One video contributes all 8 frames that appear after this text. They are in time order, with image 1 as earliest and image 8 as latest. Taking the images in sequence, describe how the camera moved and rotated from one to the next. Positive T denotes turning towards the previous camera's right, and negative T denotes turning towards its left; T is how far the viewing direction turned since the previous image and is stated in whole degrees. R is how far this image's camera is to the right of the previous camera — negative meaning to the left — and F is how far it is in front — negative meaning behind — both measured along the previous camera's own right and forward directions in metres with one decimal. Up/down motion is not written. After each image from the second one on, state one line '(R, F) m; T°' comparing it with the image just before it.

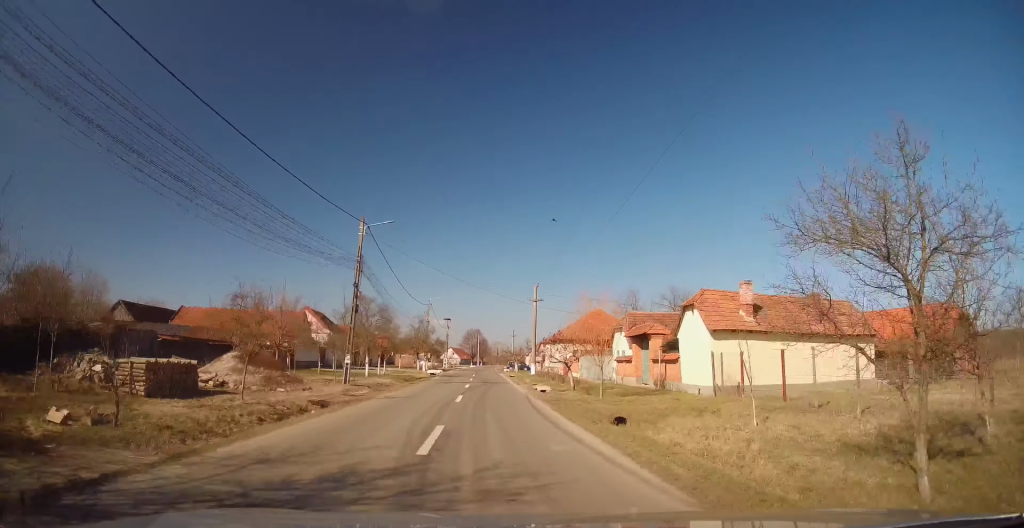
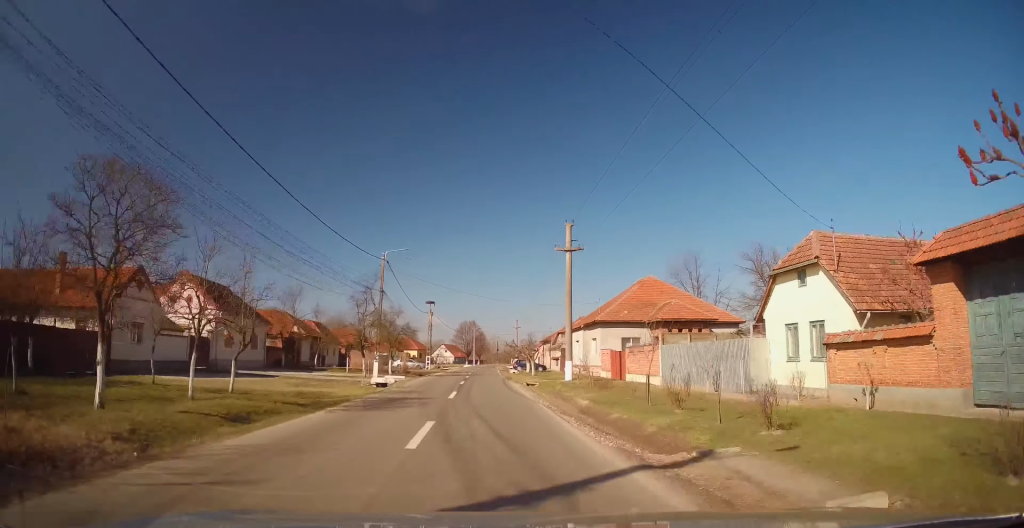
(+0.1, +27.1) m; +2°
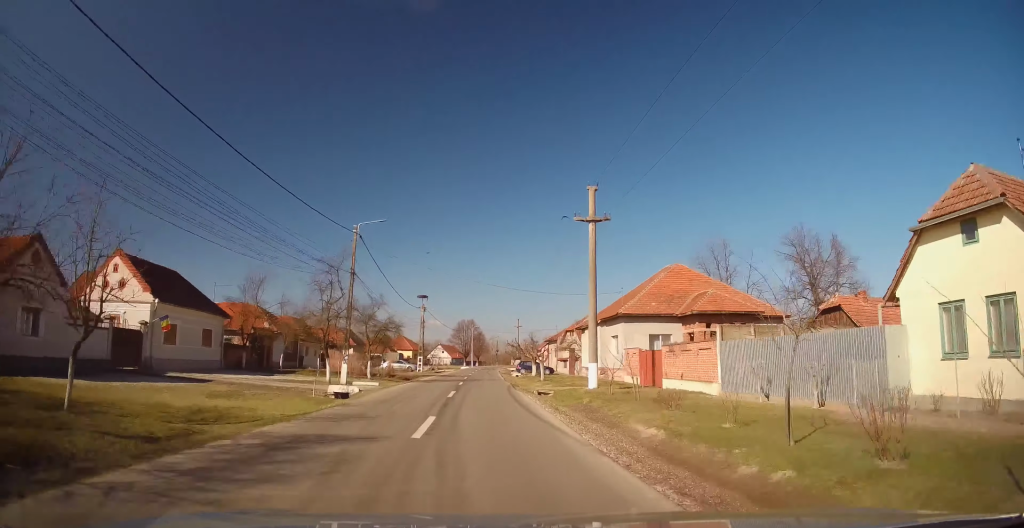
(+0.3, +8.1) m; 0°
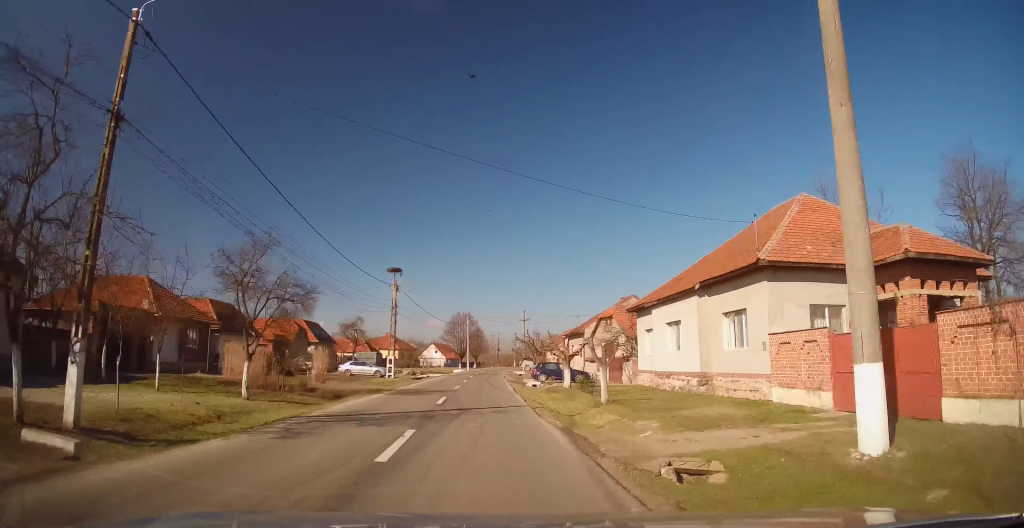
(-0.4, +20.4) m; -2°
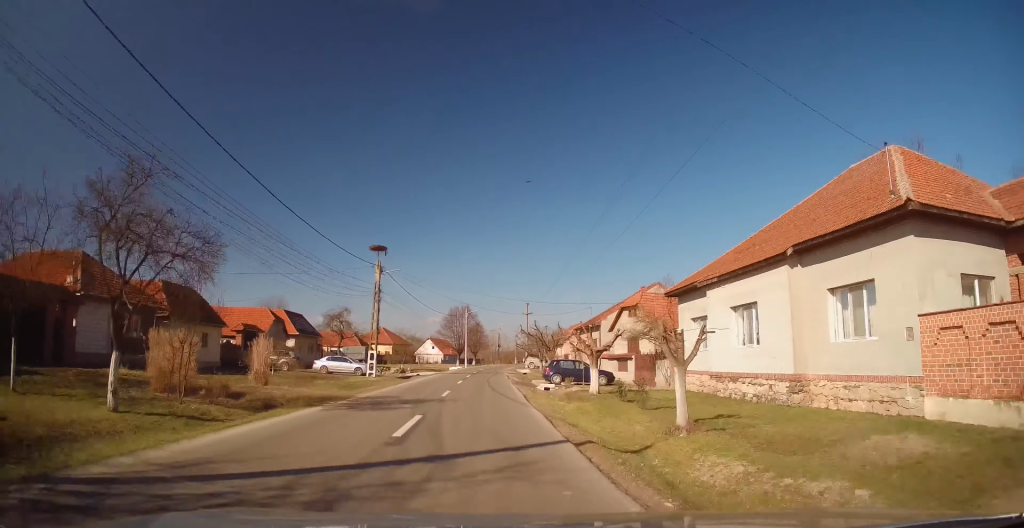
(0.0, +7.4) m; +1°
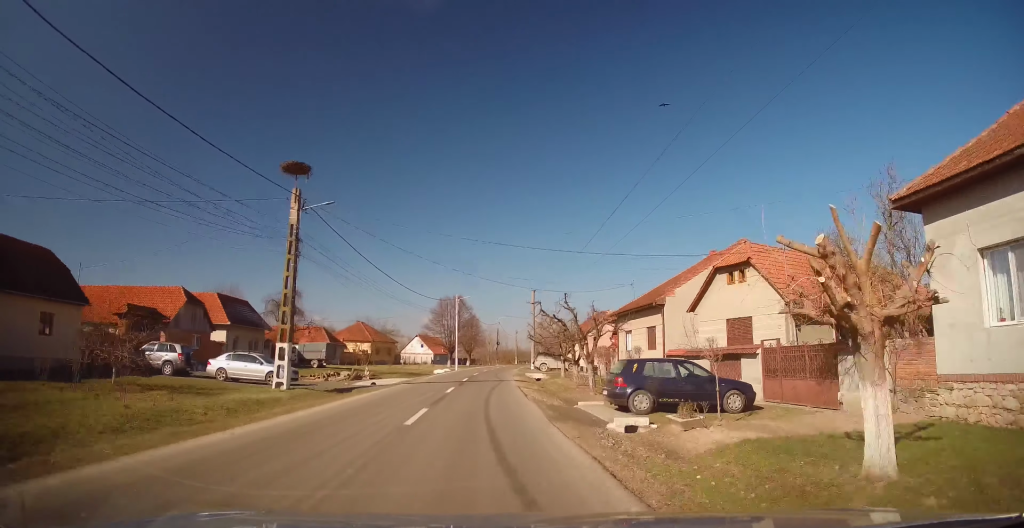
(+0.3, +16.9) m; +2°
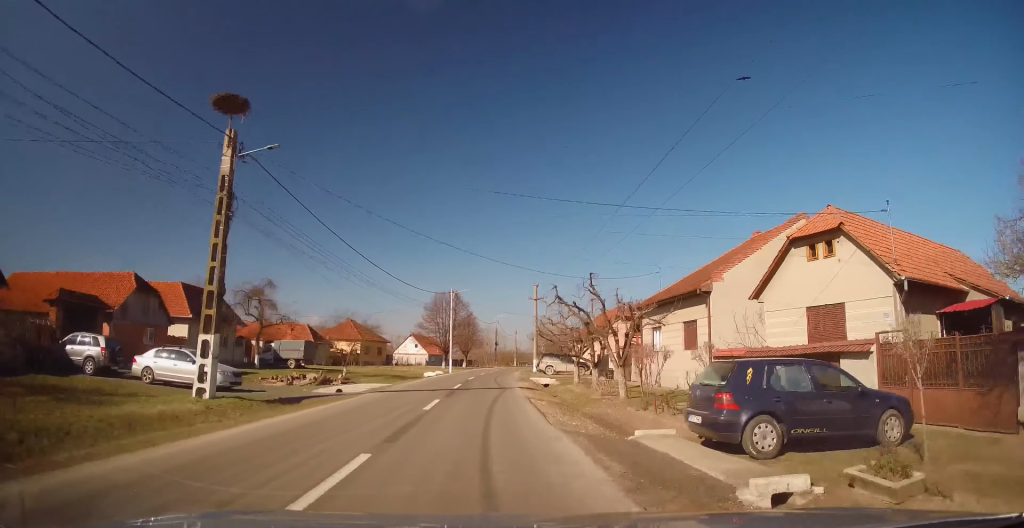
(+0.1, +6.3) m; +1°
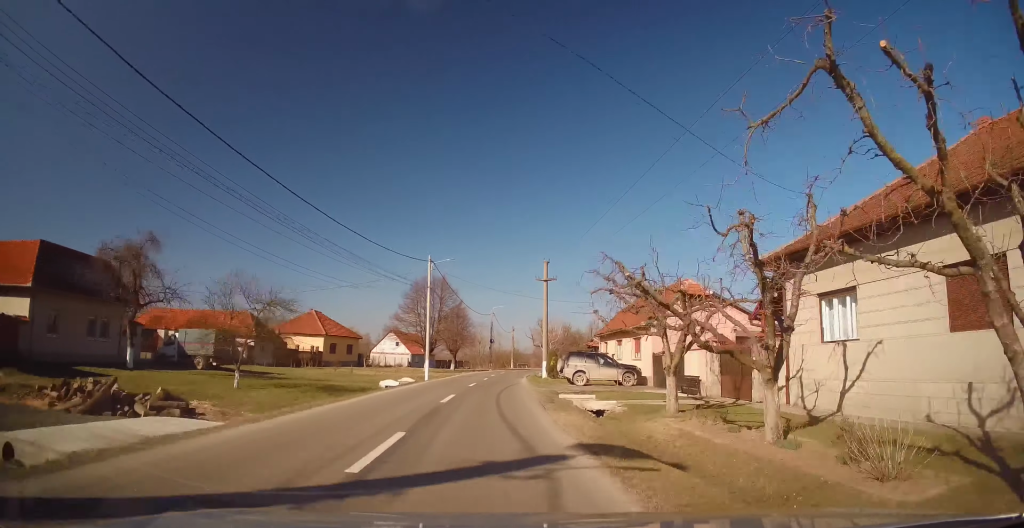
(-0.1, +16.4) m; -1°
